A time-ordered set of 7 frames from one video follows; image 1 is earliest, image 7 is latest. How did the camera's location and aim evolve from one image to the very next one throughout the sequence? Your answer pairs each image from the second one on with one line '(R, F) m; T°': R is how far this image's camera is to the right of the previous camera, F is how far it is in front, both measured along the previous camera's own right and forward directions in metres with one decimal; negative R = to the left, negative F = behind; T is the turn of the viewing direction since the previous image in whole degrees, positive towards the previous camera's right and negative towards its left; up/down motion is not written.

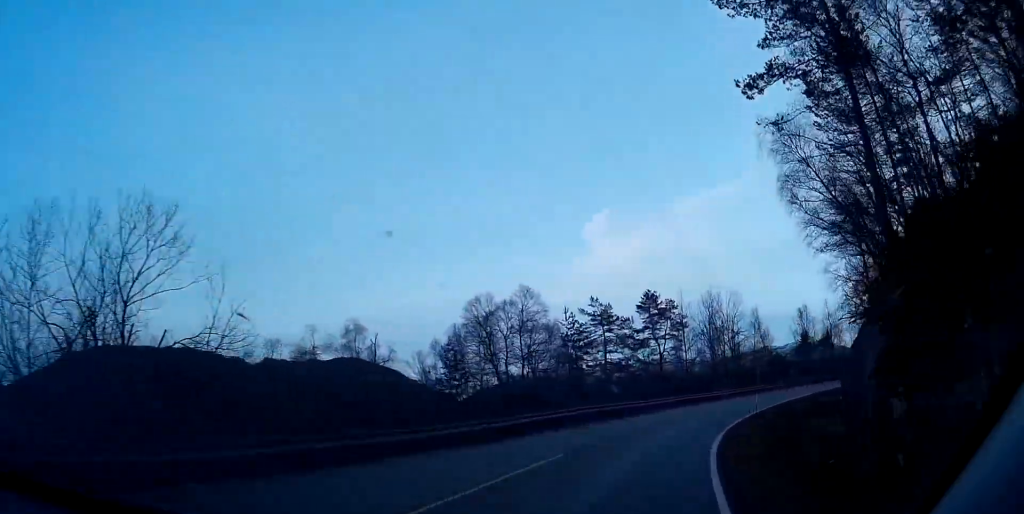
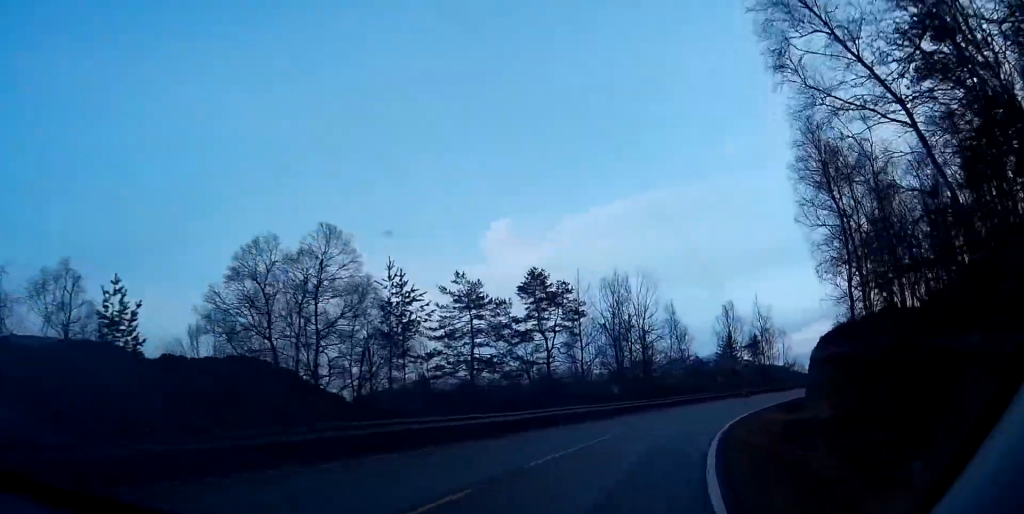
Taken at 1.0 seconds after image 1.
(+1.1, +16.6) m; +8°
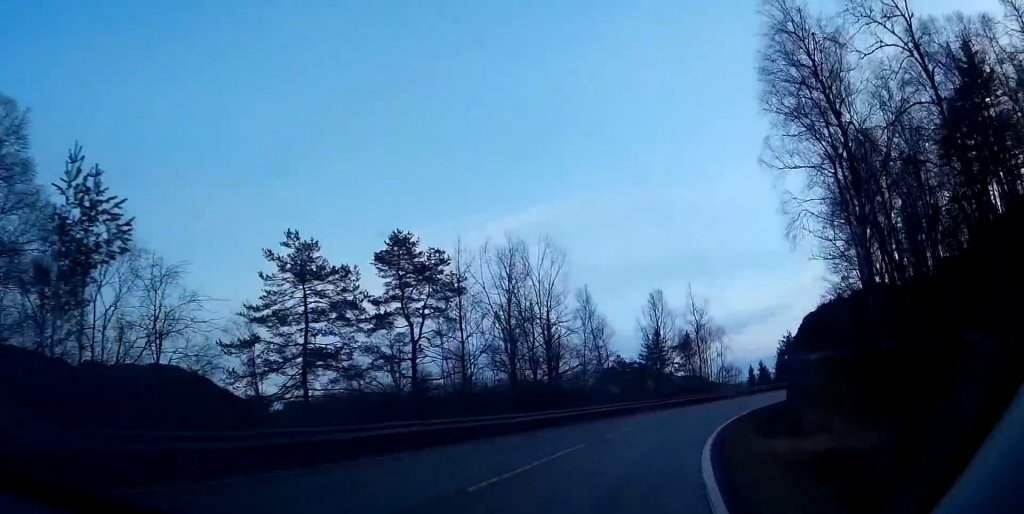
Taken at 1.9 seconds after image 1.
(+0.8, +14.2) m; +7°
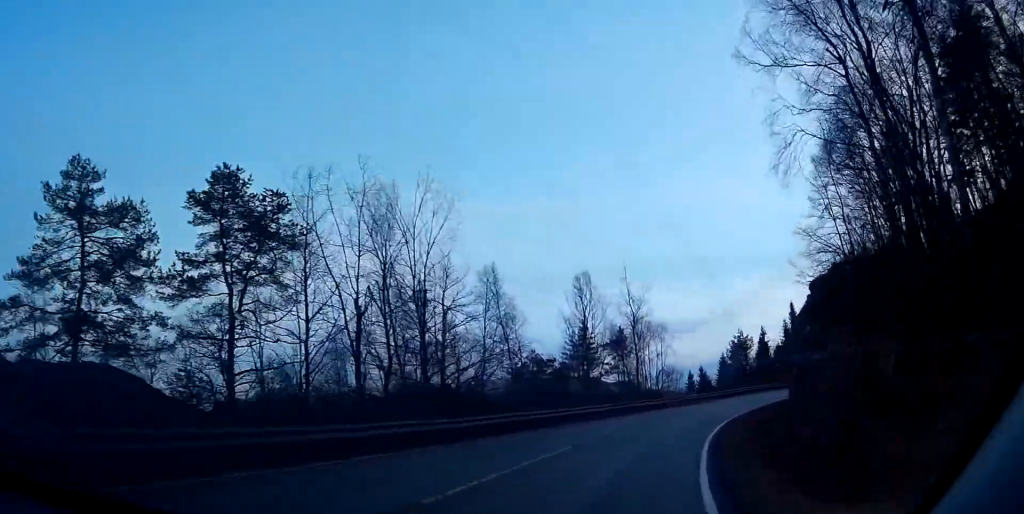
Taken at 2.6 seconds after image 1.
(+0.5, +12.2) m; +6°
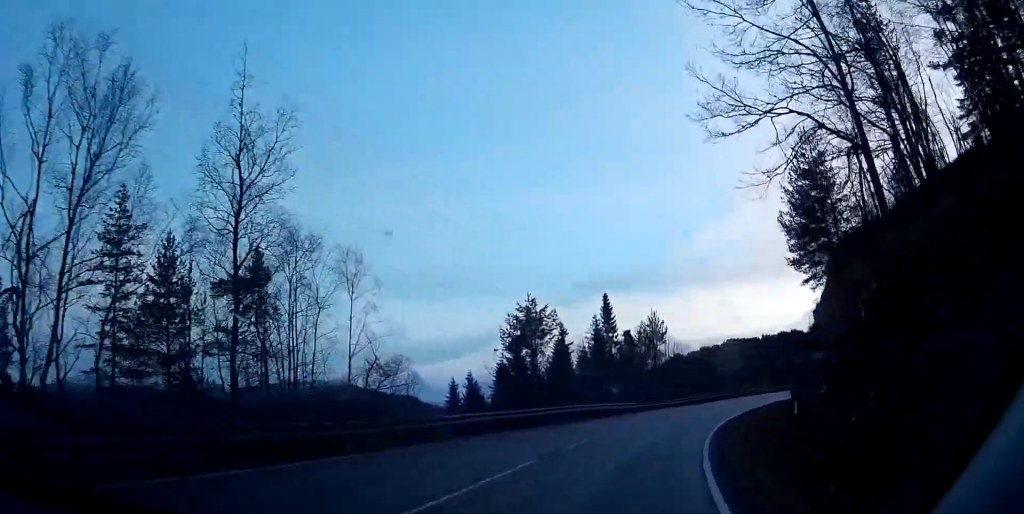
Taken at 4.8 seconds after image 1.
(+6.0, +36.1) m; +18°
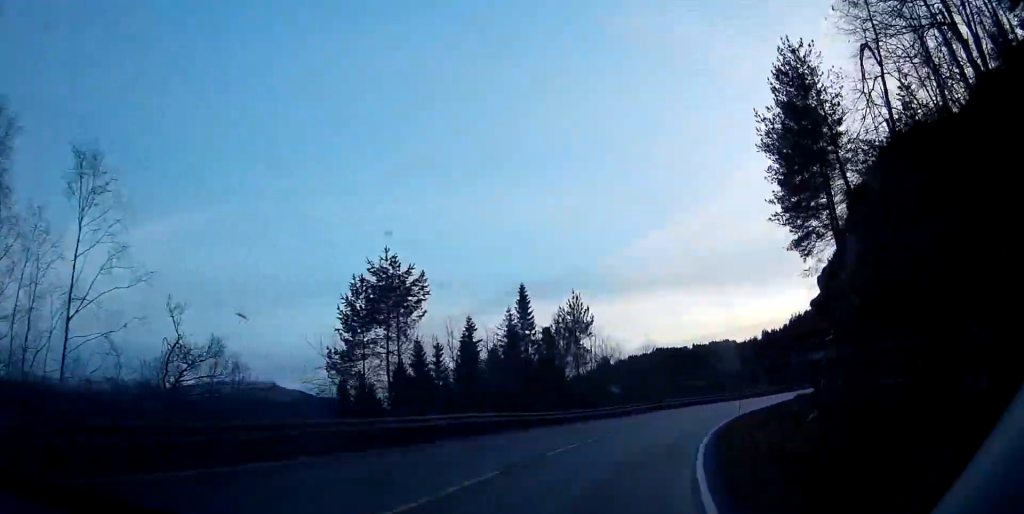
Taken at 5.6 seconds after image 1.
(+0.7, +13.4) m; +6°
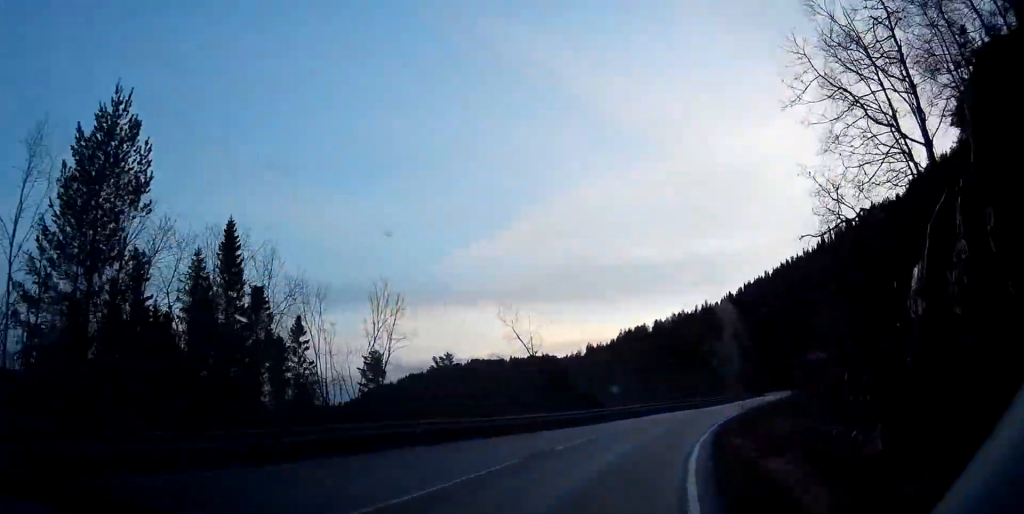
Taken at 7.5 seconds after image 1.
(+3.3, +32.5) m; +11°
